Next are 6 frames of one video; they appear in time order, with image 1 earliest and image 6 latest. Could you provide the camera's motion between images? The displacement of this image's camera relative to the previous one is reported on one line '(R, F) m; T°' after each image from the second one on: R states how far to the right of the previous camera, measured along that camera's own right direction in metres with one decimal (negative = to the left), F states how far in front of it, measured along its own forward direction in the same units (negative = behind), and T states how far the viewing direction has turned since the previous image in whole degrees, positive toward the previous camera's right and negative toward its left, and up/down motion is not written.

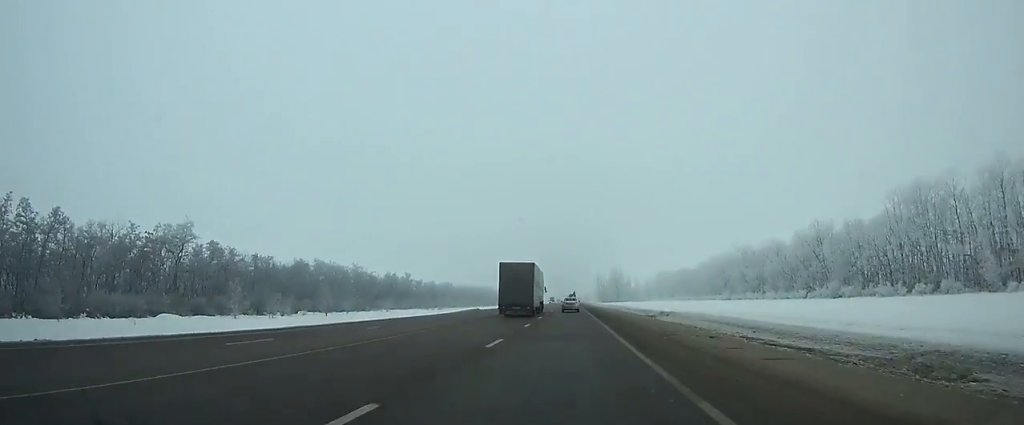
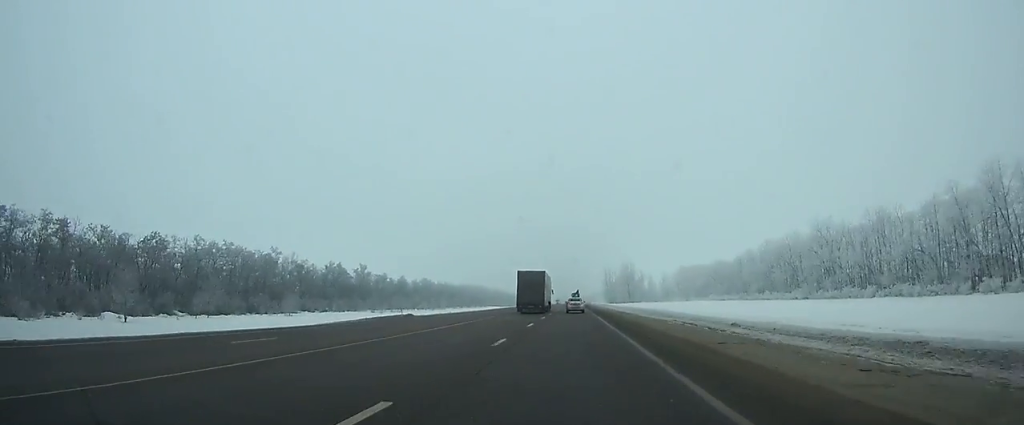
(-0.3, +49.1) m; -1°
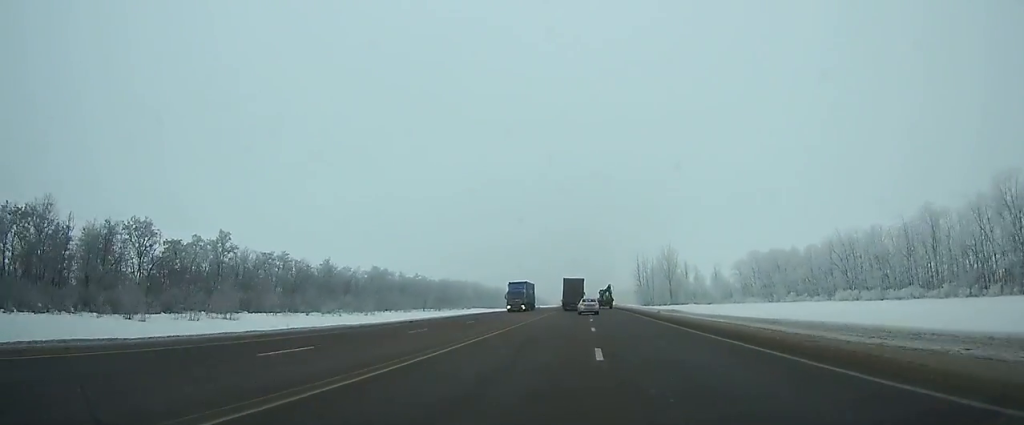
(-0.1, +77.1) m; 0°
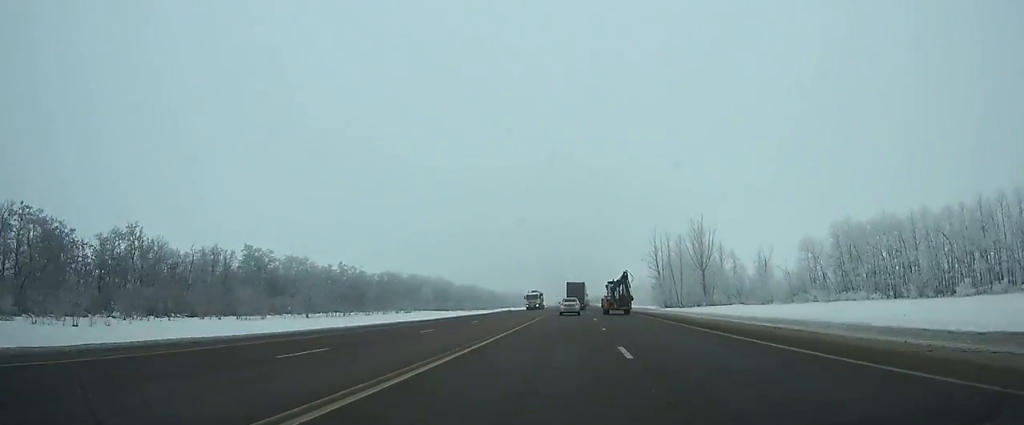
(+0.4, +60.6) m; +1°
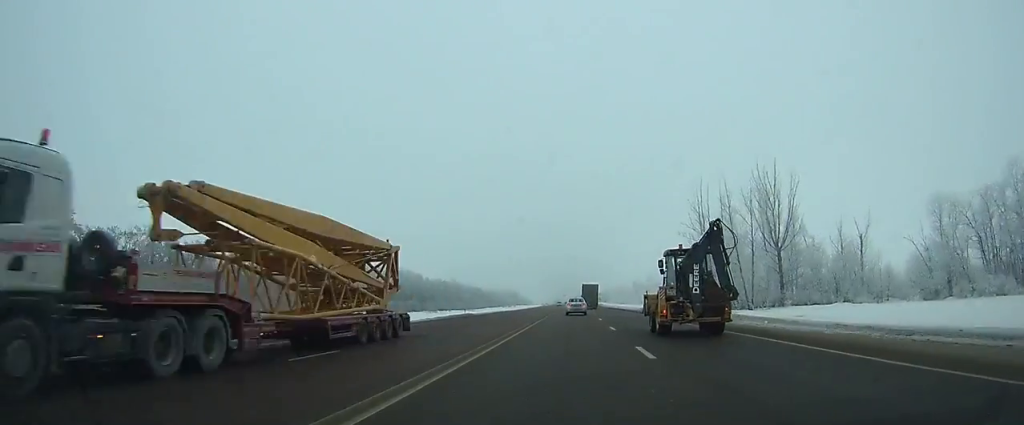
(+0.1, +48.6) m; +1°
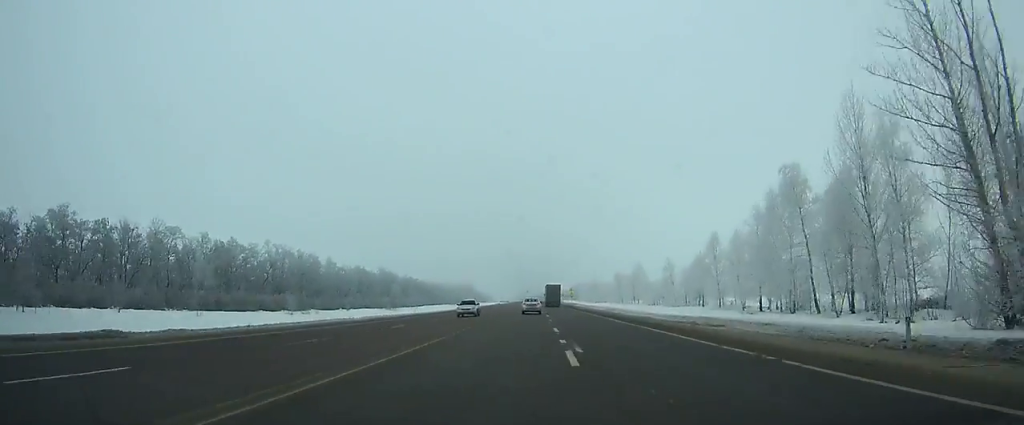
(+0.8, +60.8) m; +1°
